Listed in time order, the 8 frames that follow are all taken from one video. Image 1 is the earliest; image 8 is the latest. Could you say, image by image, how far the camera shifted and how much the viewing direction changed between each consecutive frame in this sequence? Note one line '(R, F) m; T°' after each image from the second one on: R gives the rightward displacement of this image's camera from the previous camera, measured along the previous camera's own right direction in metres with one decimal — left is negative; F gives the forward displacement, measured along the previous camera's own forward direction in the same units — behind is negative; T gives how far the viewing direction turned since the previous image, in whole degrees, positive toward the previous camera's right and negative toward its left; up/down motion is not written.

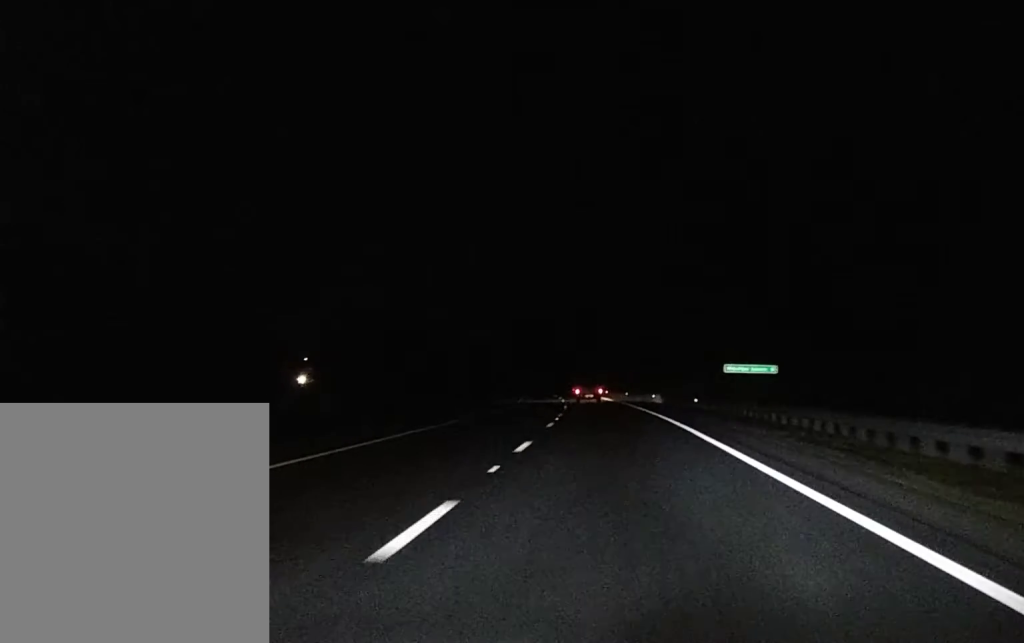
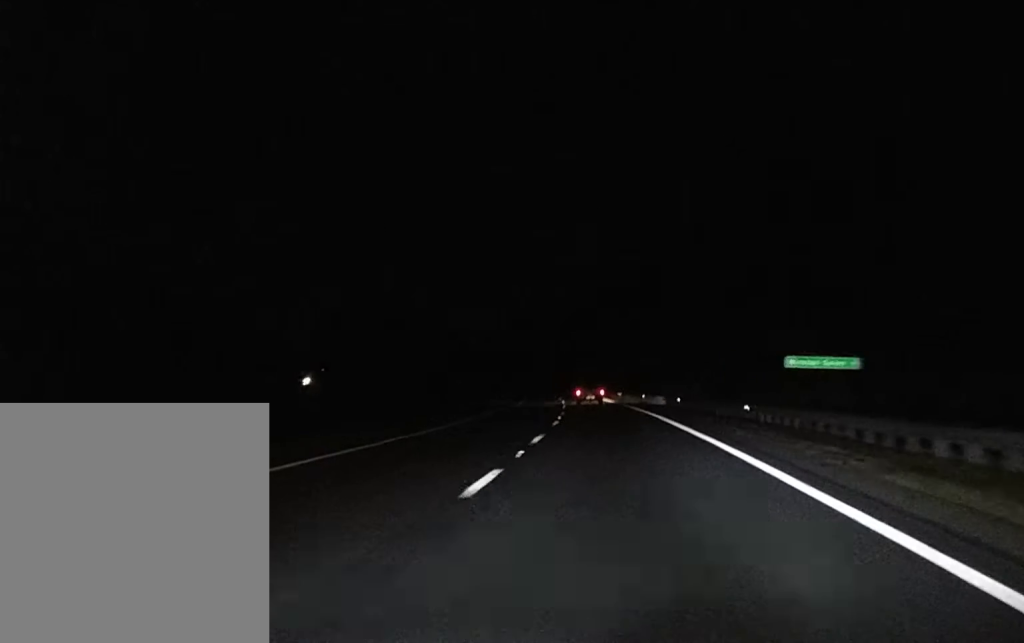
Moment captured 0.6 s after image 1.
(+0.1, +16.8) m; -1°
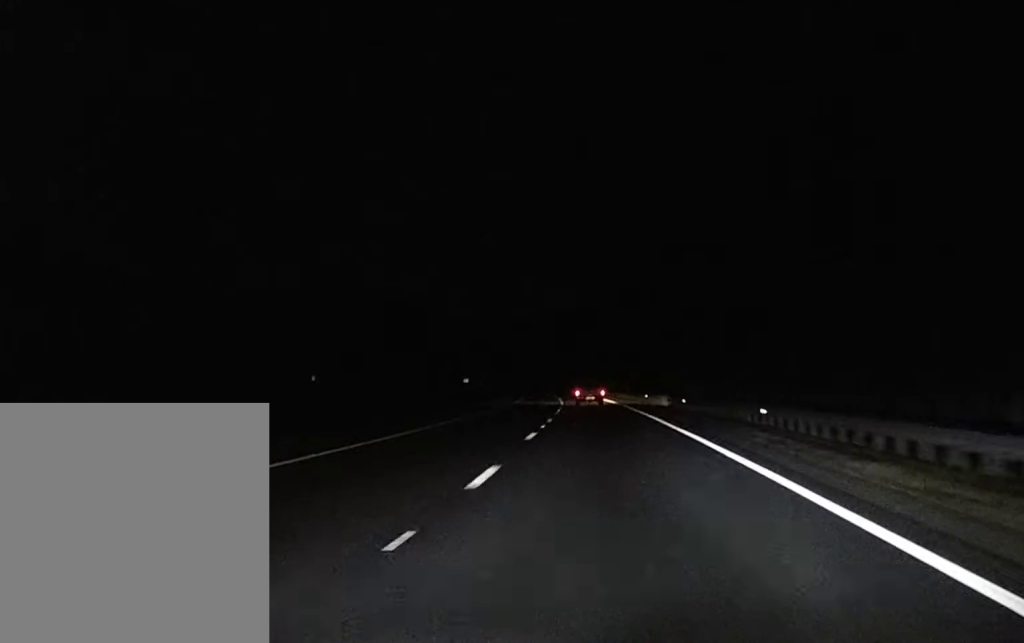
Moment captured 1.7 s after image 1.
(-0.6, +32.1) m; -2°
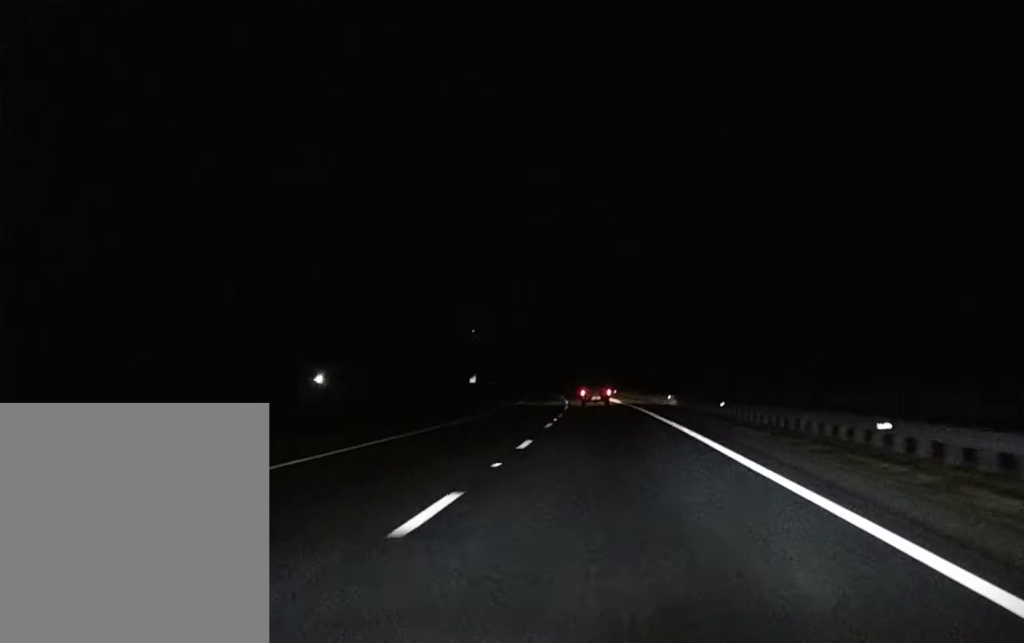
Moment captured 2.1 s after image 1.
(-0.2, +14.6) m; 0°
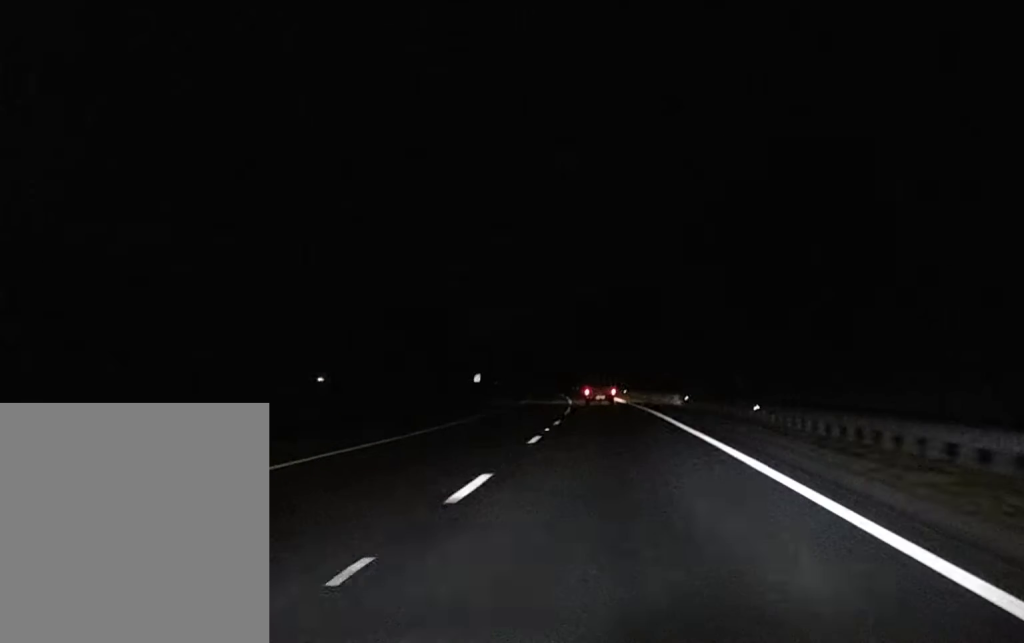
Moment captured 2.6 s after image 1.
(-0.1, +15.2) m; 0°
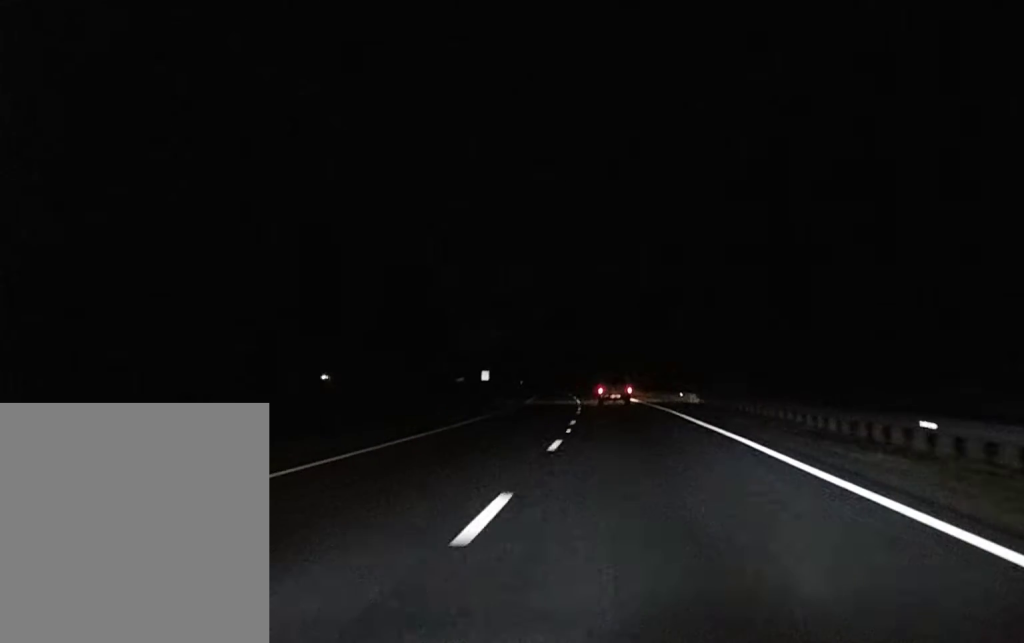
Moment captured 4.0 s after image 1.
(-0.5, +52.5) m; -1°
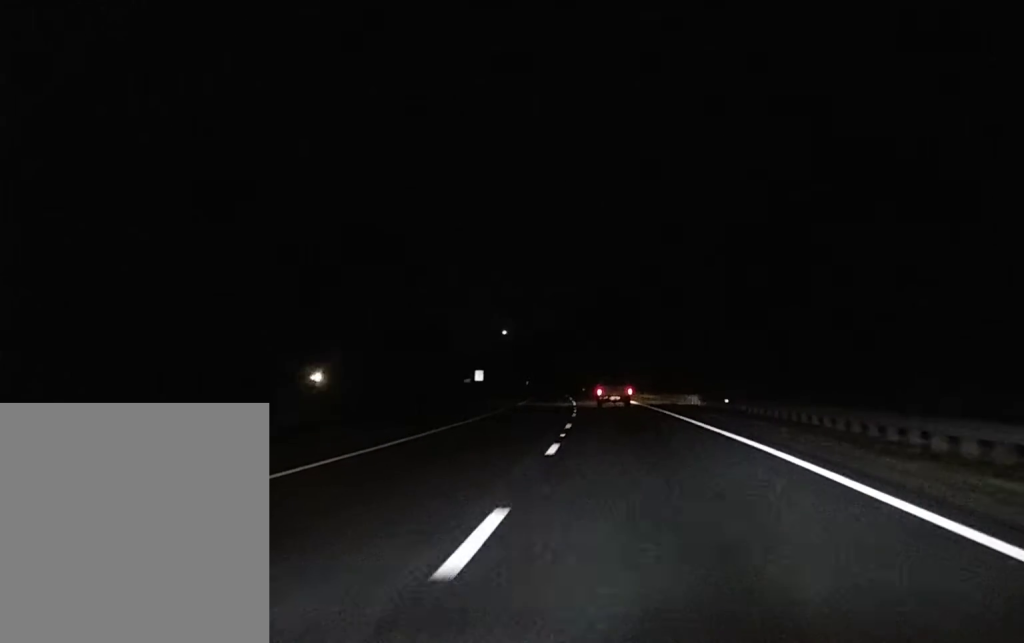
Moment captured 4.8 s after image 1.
(-0.2, +29.2) m; -1°
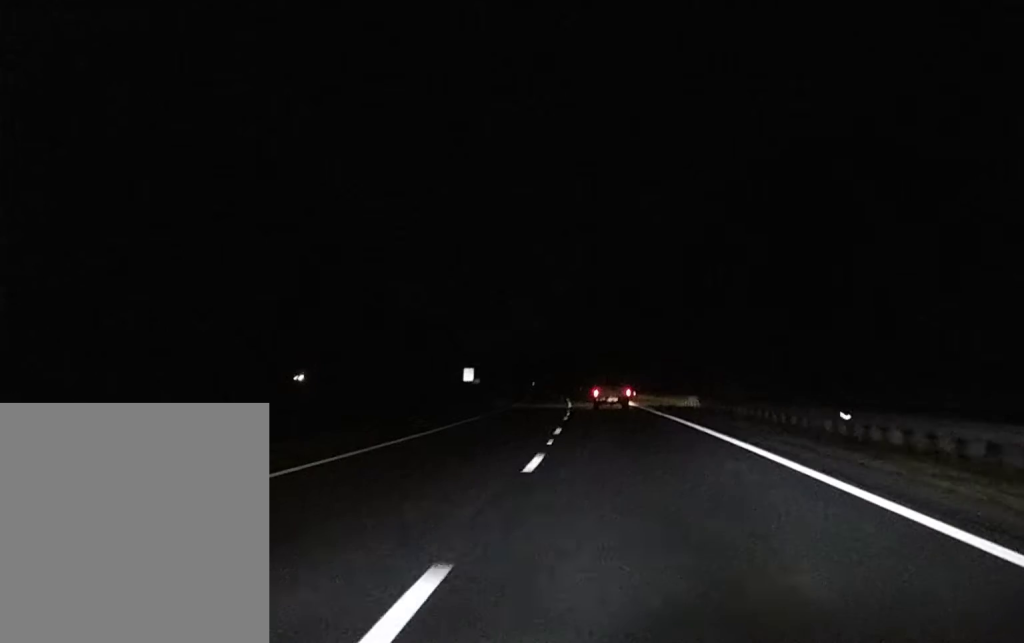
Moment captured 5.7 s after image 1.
(-0.2, +29.8) m; -1°
